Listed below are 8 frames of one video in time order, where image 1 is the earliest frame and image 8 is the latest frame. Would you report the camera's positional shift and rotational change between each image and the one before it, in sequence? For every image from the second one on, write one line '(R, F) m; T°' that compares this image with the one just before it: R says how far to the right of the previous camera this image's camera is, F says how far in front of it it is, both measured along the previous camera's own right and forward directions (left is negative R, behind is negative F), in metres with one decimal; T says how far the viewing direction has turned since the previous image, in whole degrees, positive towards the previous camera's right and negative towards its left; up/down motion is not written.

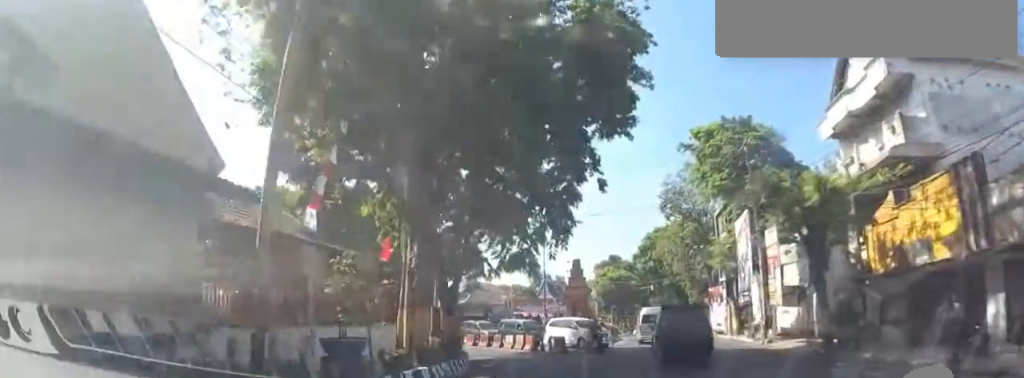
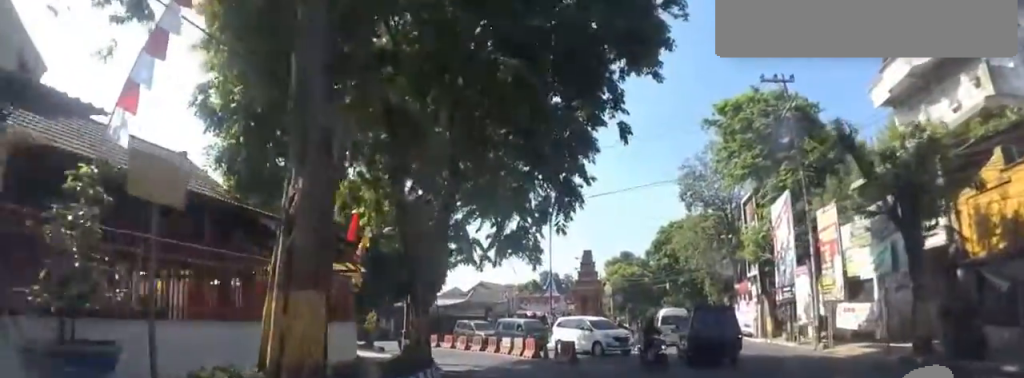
(0.0, +4.7) m; 0°
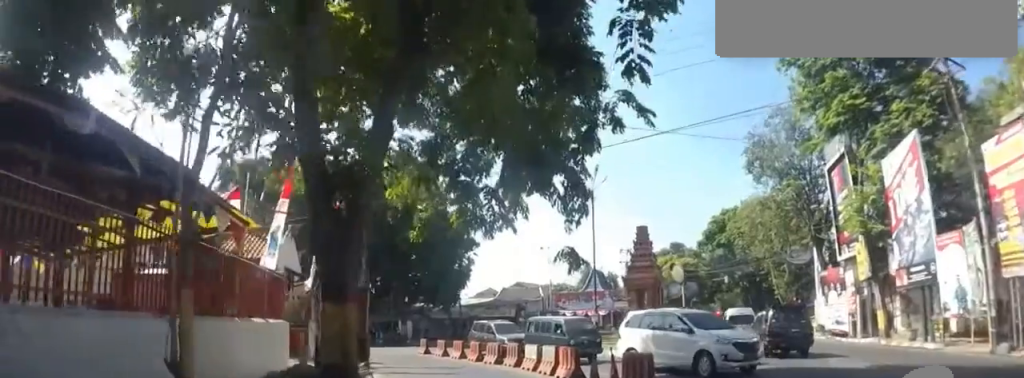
(0.0, +7.2) m; -3°
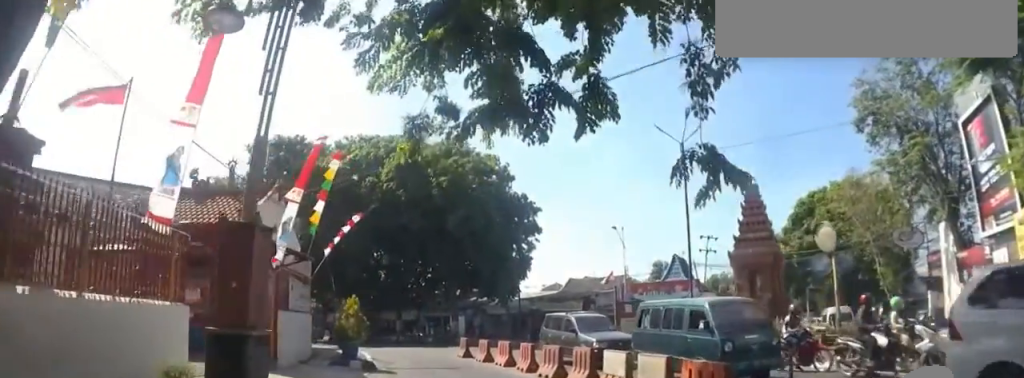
(-0.7, +6.2) m; -16°
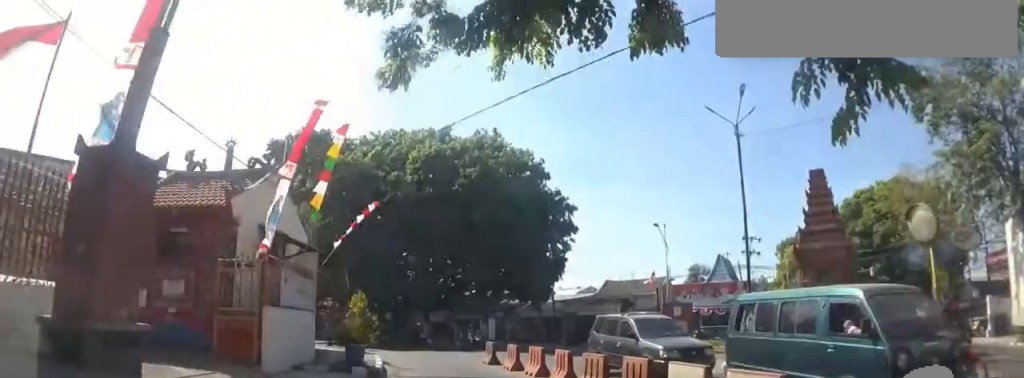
(-0.3, +2.4) m; +1°
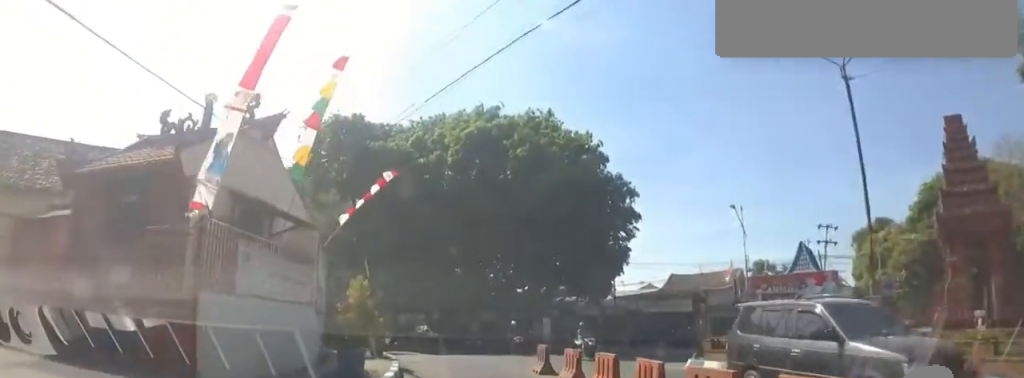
(+0.3, +3.6) m; -4°
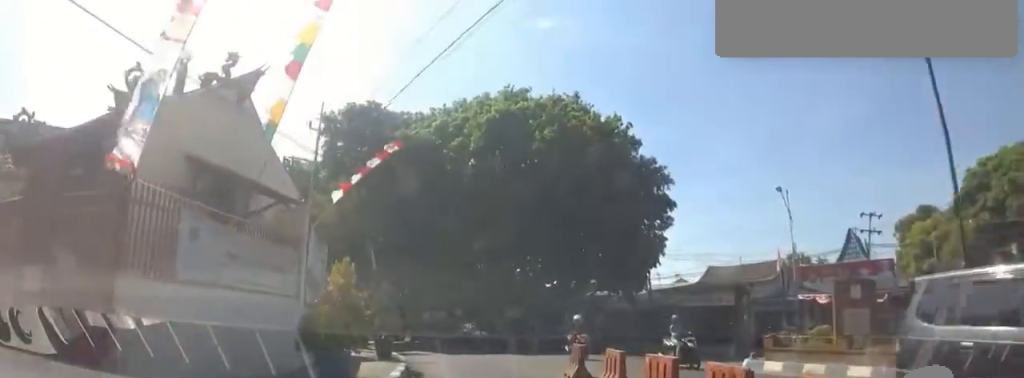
(+0.1, +1.9) m; -3°
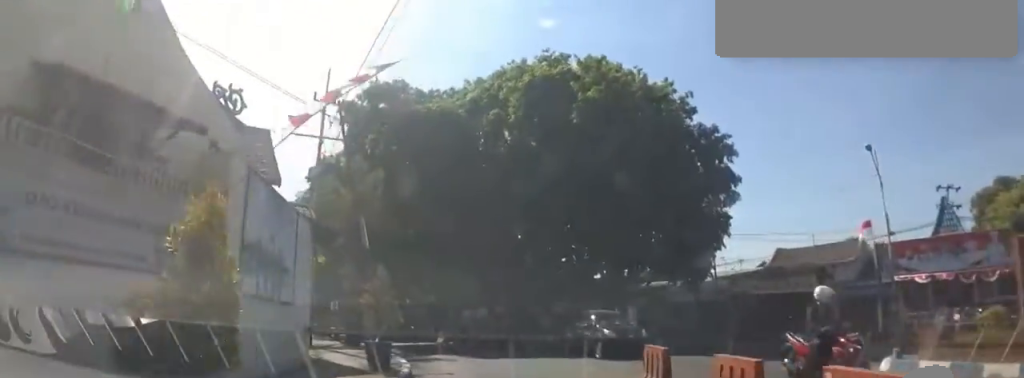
(-0.7, +3.6) m; -2°
